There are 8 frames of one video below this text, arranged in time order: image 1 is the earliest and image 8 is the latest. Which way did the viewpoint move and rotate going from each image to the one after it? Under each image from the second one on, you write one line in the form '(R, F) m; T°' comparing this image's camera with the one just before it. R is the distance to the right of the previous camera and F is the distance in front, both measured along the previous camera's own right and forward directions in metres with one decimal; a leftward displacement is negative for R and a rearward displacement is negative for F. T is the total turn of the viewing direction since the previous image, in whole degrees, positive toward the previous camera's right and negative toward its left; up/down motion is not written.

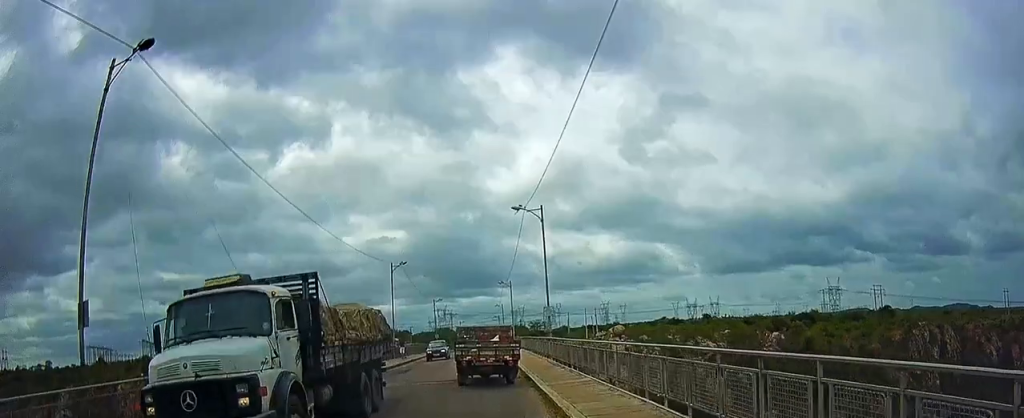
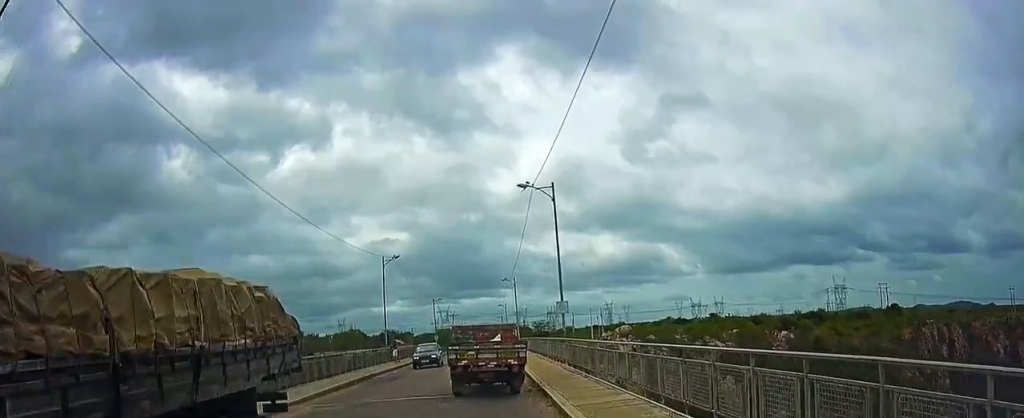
(+0.2, +5.2) m; +1°
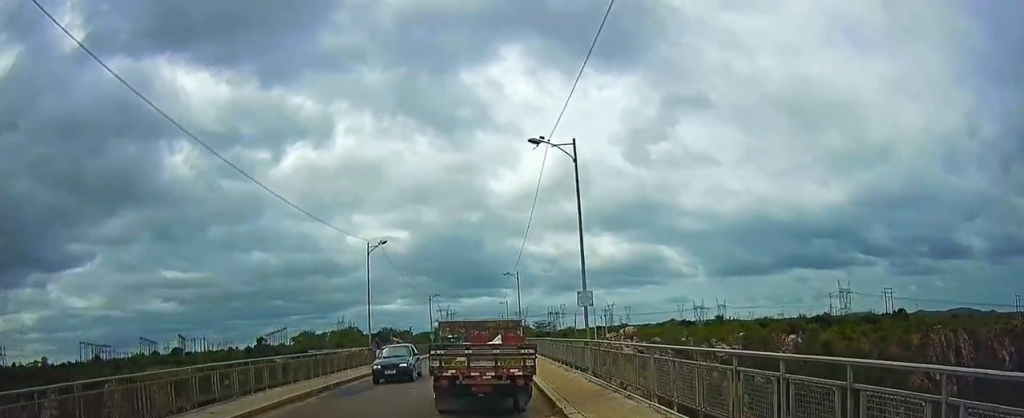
(-0.1, +6.7) m; -3°
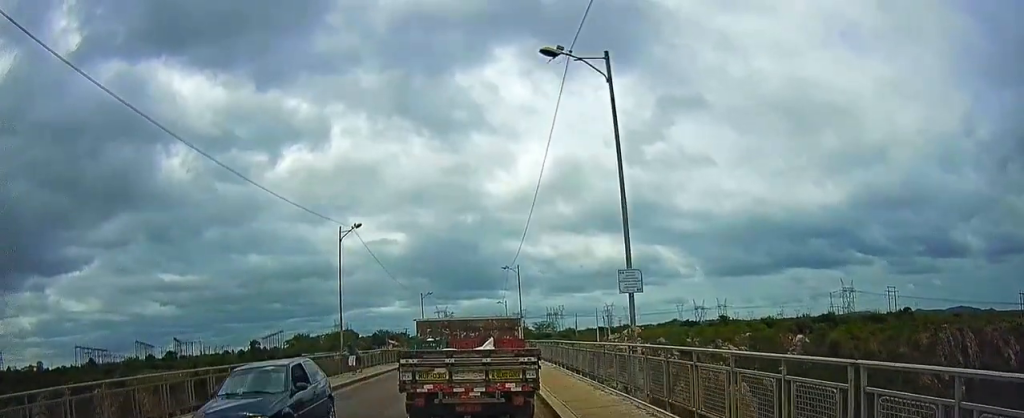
(-0.2, +9.0) m; -1°
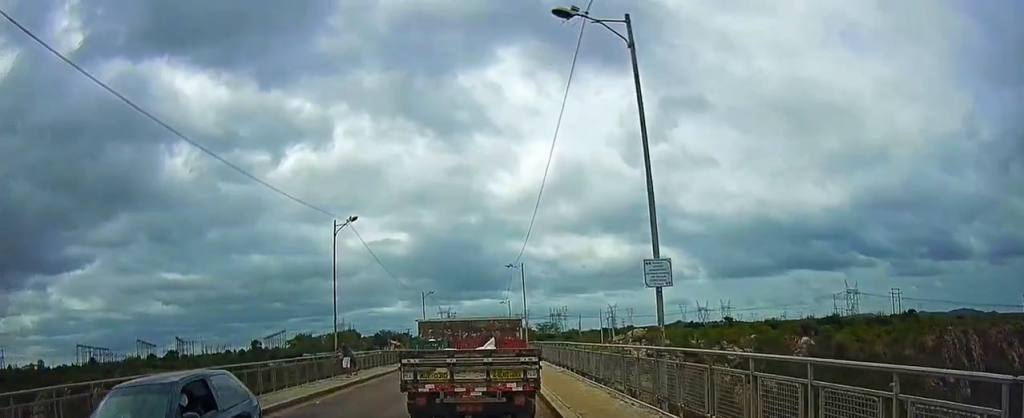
(+0.1, +2.9) m; -1°
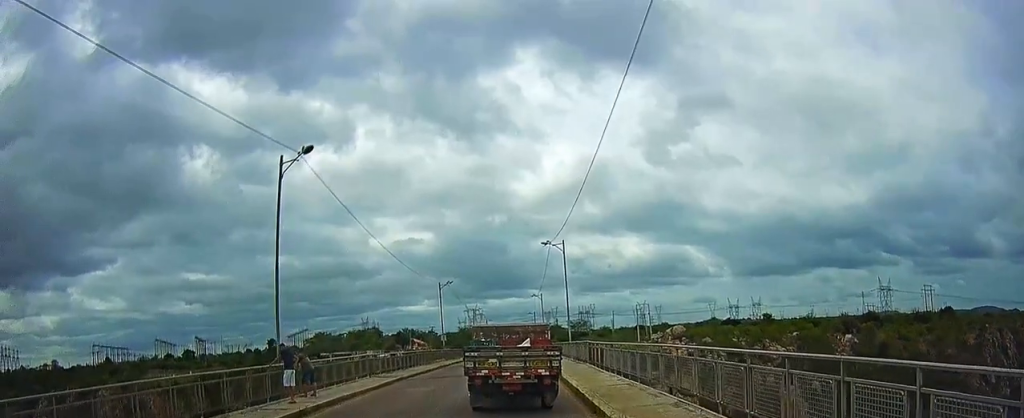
(+0.6, +13.5) m; -1°
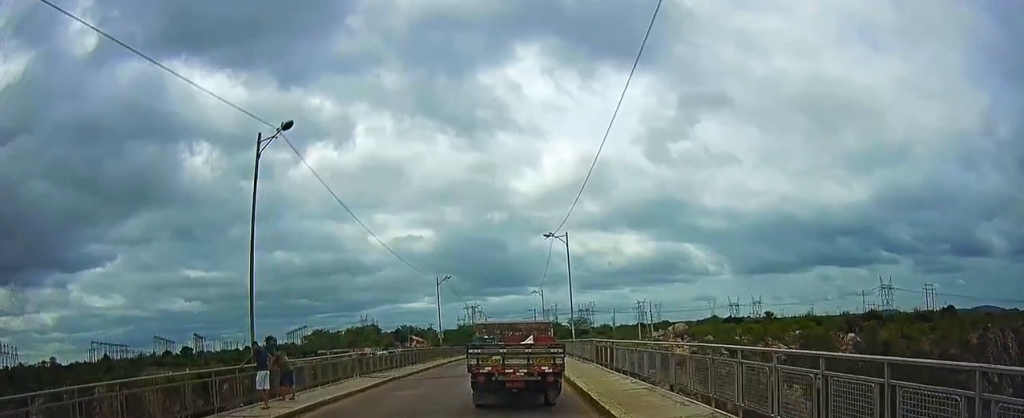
(0.0, +1.6) m; -1°
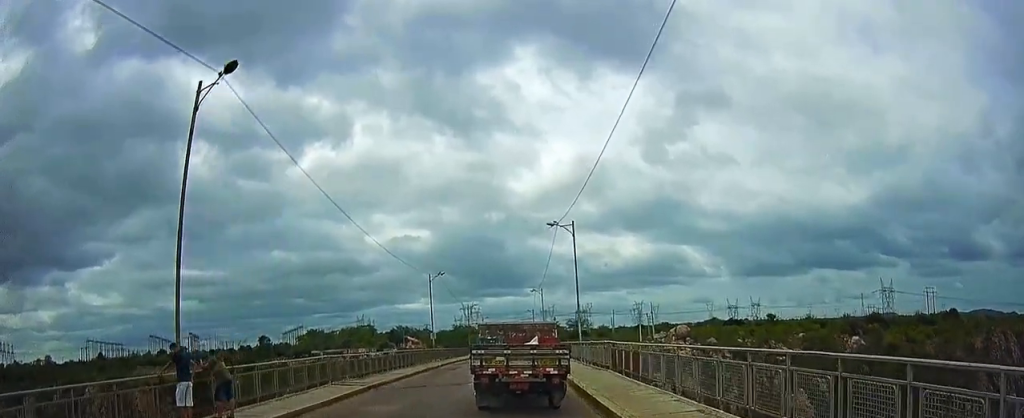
(0.0, +3.2) m; +1°
